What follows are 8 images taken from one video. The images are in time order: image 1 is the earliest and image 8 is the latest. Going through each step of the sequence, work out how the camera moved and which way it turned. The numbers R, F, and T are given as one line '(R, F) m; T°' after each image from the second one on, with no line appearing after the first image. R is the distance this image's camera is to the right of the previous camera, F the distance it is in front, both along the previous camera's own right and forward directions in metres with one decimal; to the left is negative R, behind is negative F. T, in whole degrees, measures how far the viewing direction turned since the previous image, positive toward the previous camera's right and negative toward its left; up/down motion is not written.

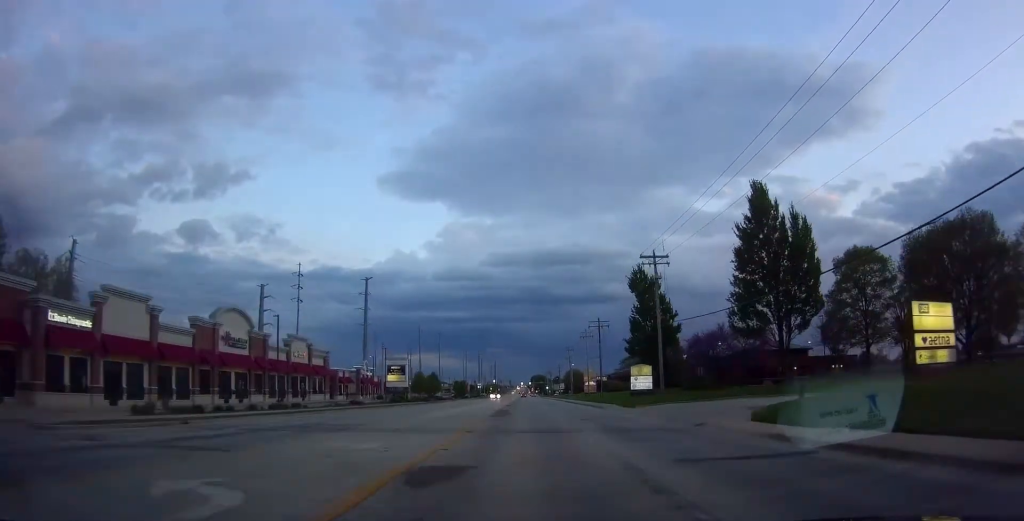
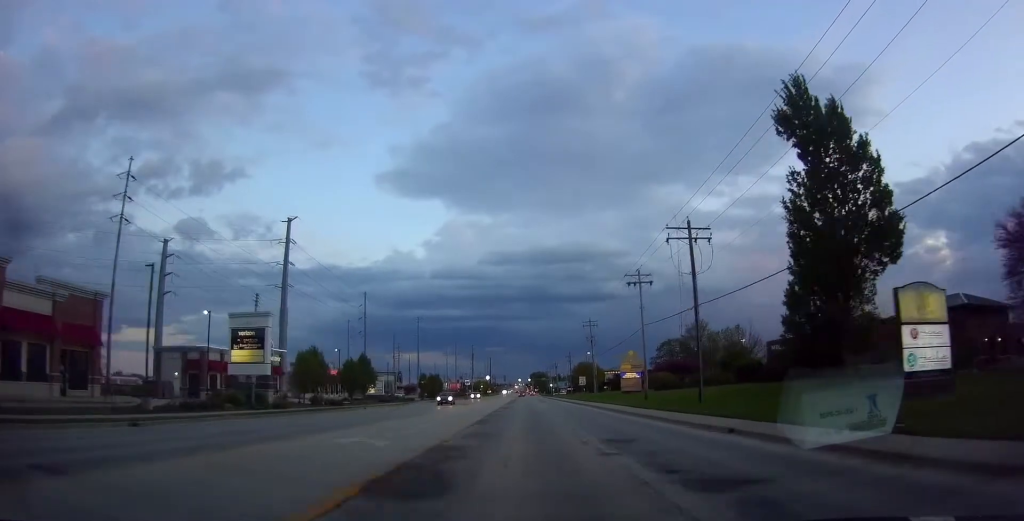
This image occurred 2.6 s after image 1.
(-0.5, +49.4) m; -1°
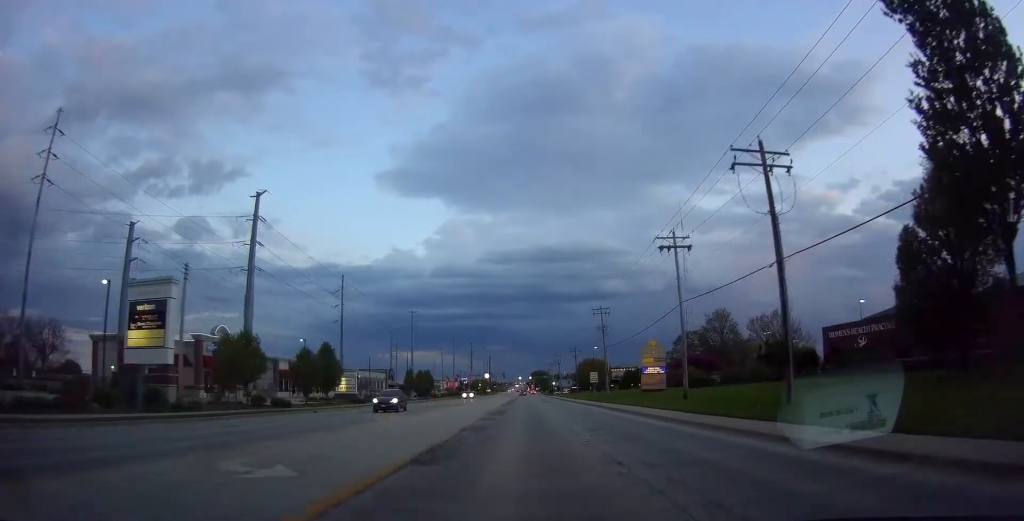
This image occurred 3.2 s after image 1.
(+0.6, +12.3) m; +1°
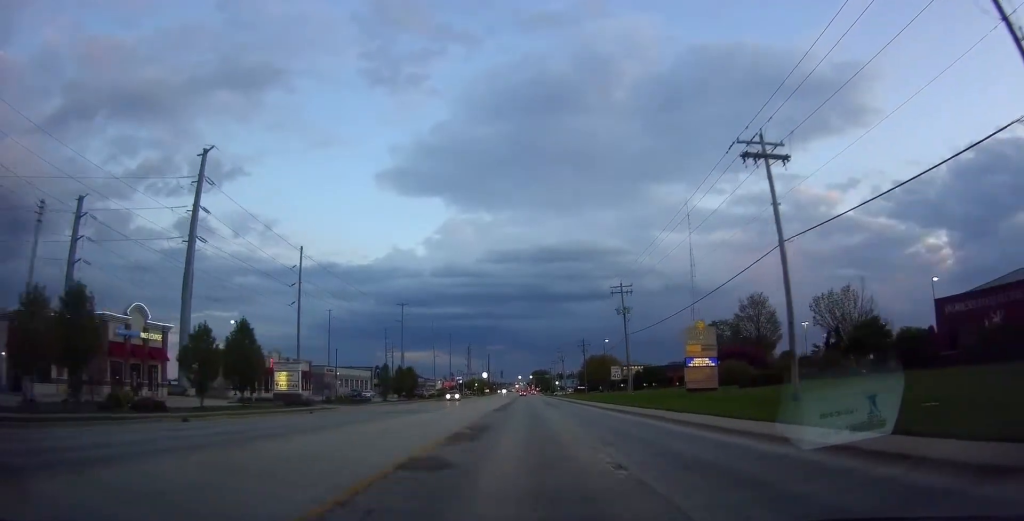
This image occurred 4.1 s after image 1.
(+0.3, +17.5) m; +1°
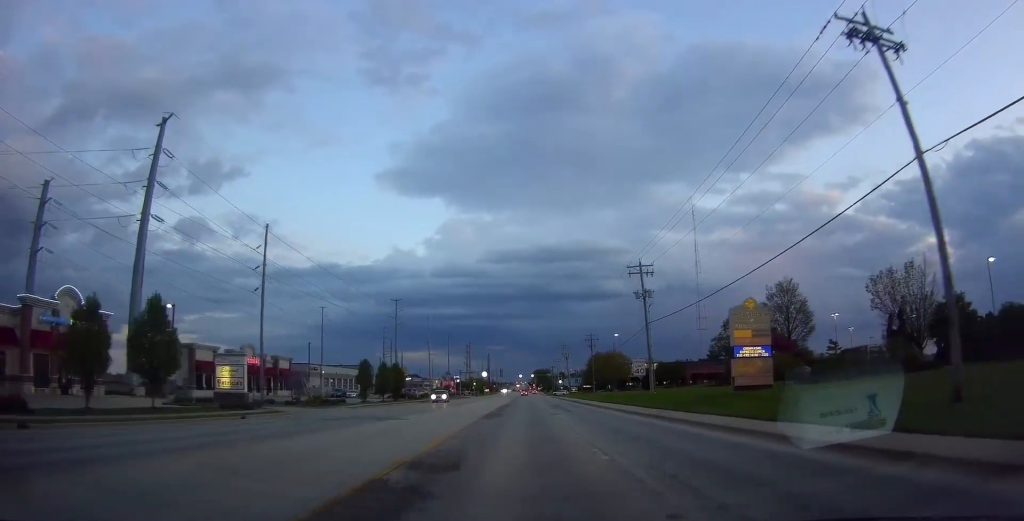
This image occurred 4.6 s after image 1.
(-0.1, +10.3) m; -1°
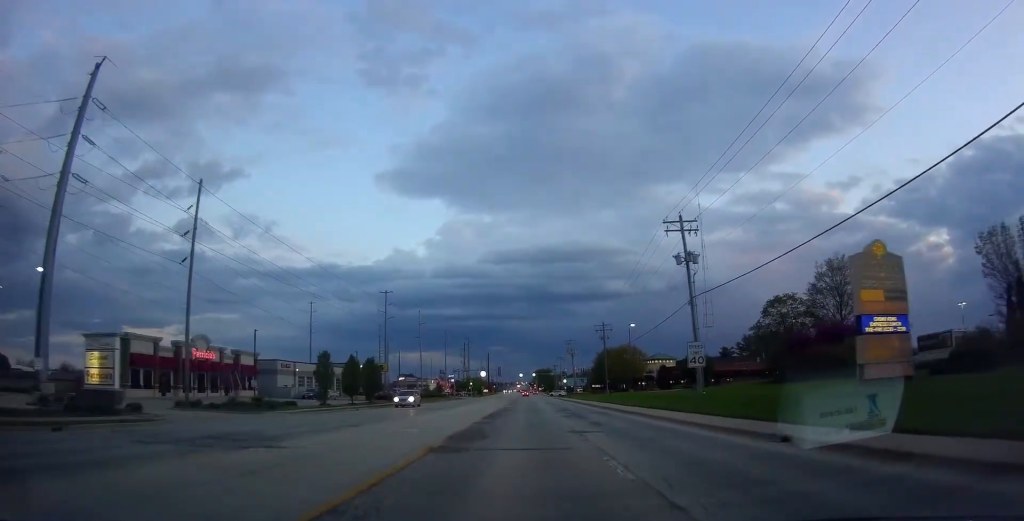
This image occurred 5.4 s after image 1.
(0.0, +14.1) m; 0°
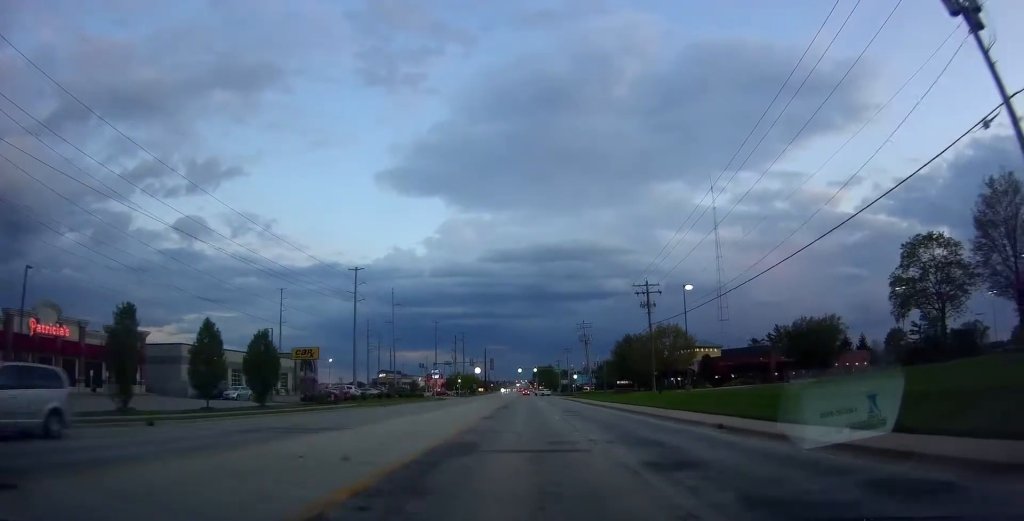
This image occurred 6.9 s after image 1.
(-0.2, +28.9) m; -1°
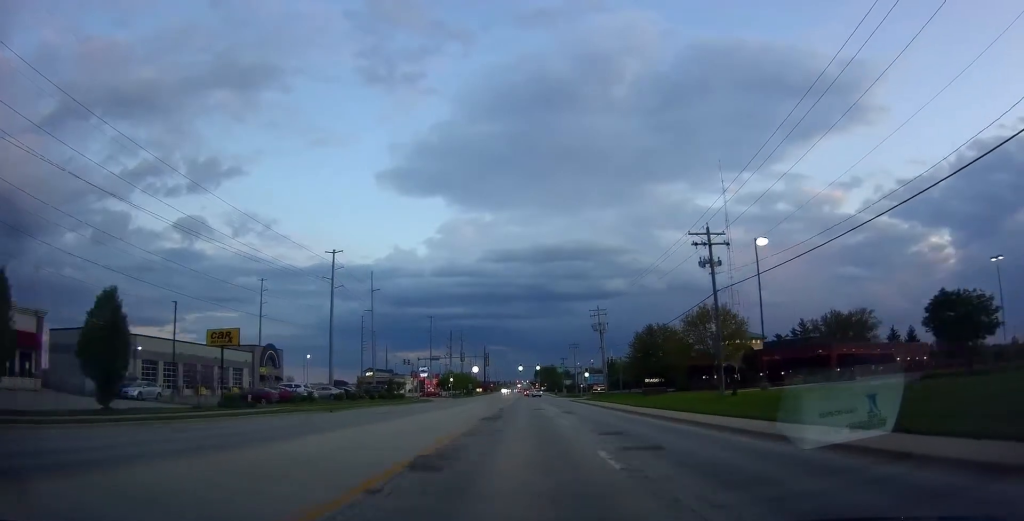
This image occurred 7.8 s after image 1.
(-0.3, +18.0) m; 0°
